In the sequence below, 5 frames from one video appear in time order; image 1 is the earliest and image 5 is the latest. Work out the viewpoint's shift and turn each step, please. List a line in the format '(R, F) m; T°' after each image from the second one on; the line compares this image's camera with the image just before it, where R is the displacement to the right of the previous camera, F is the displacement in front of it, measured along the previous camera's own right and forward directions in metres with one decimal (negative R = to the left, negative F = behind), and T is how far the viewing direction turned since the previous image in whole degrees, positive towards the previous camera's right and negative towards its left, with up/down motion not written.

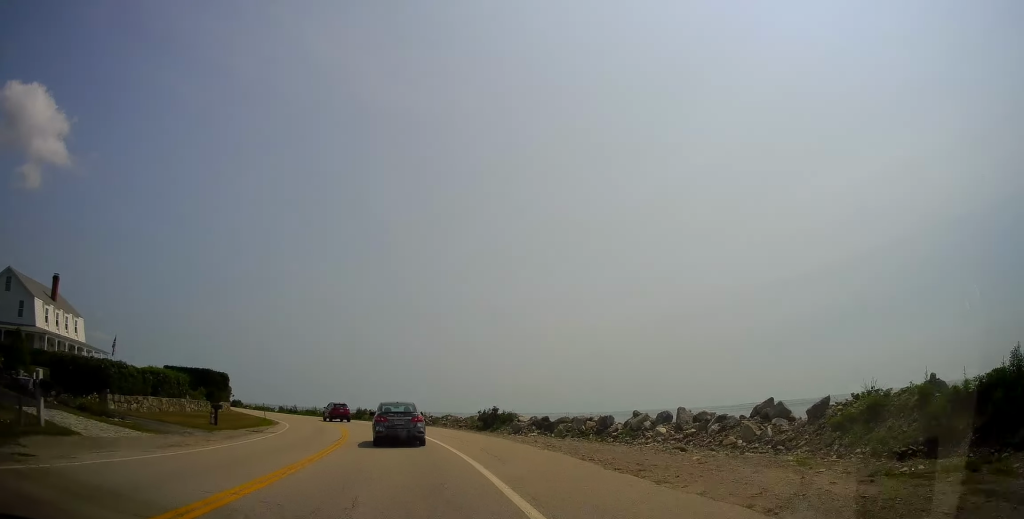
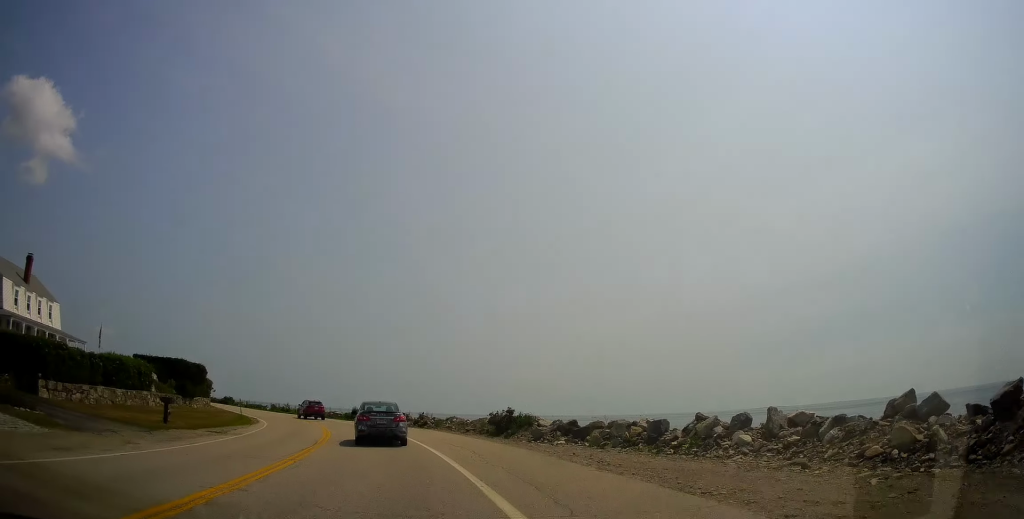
(-0.2, +6.3) m; -3°
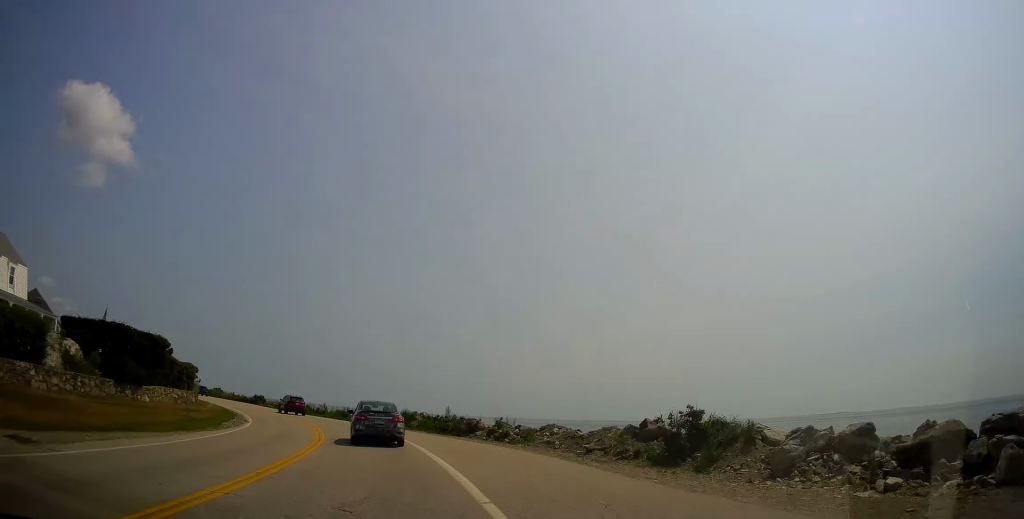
(-1.1, +17.0) m; -6°
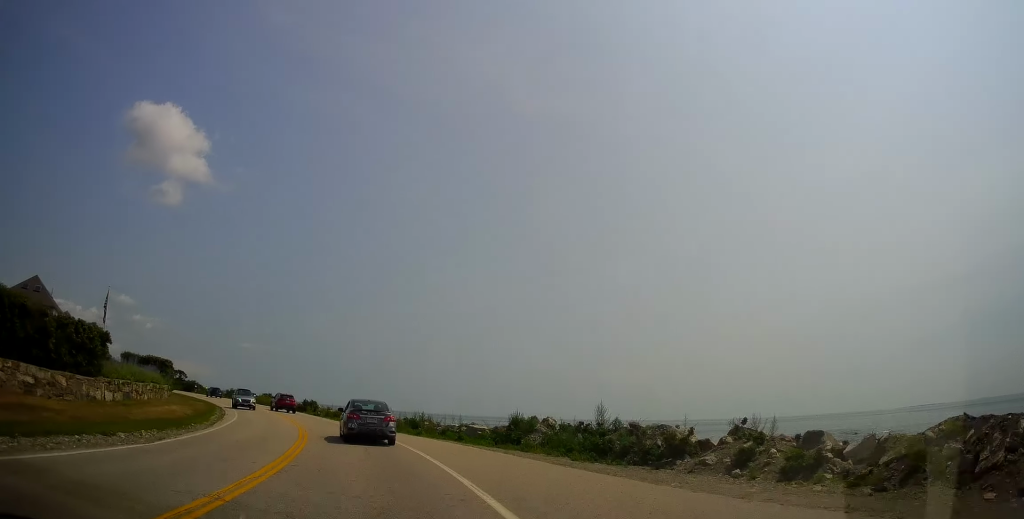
(-1.3, +20.7) m; -9°
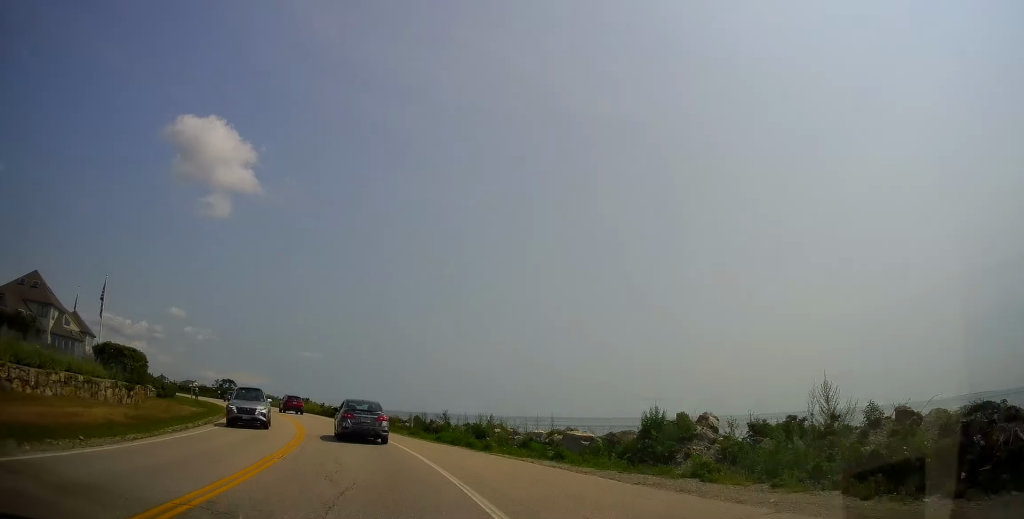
(-0.6, +11.1) m; -5°
